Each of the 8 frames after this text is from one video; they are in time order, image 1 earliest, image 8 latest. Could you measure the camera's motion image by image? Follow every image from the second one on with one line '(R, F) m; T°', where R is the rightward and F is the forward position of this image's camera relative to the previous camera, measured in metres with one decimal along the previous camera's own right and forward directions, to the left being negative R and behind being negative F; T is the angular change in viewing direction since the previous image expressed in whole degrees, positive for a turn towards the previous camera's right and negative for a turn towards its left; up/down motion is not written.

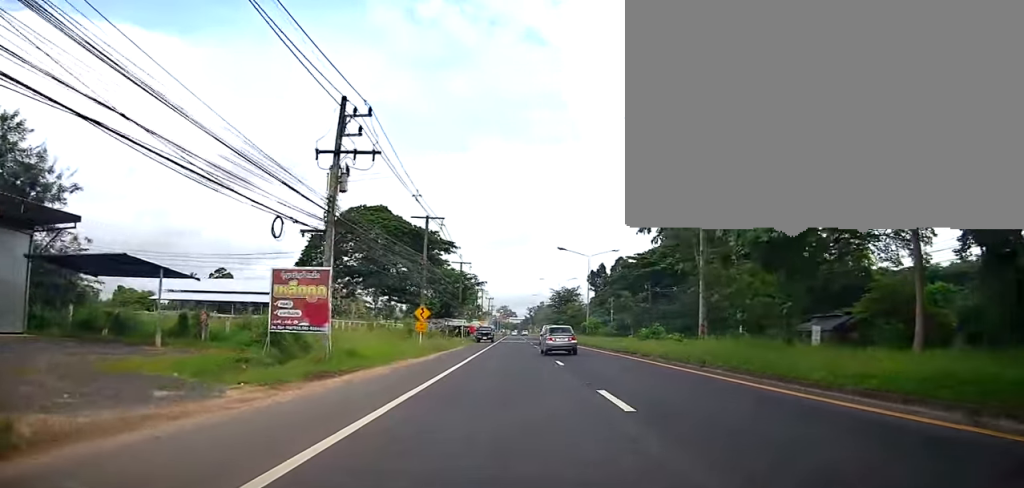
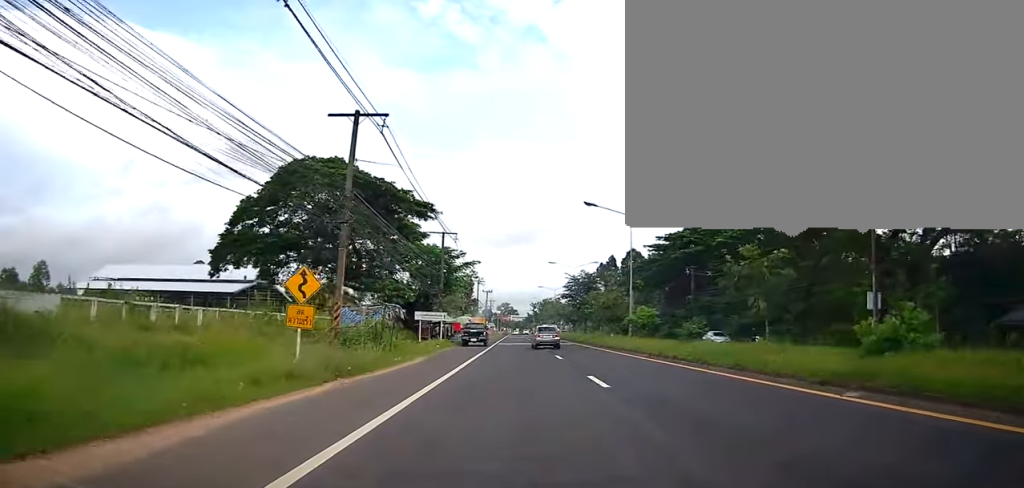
(0.0, +20.7) m; 0°
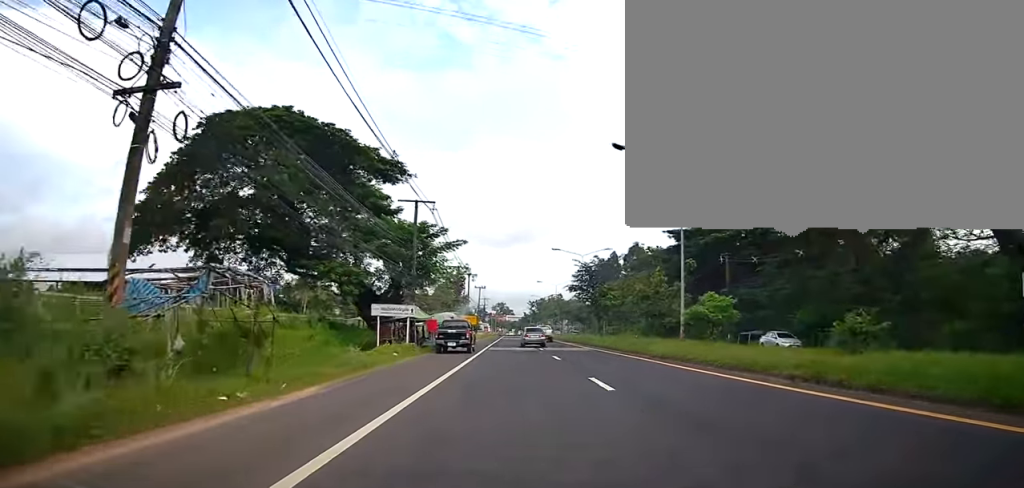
(0.0, +12.6) m; 0°
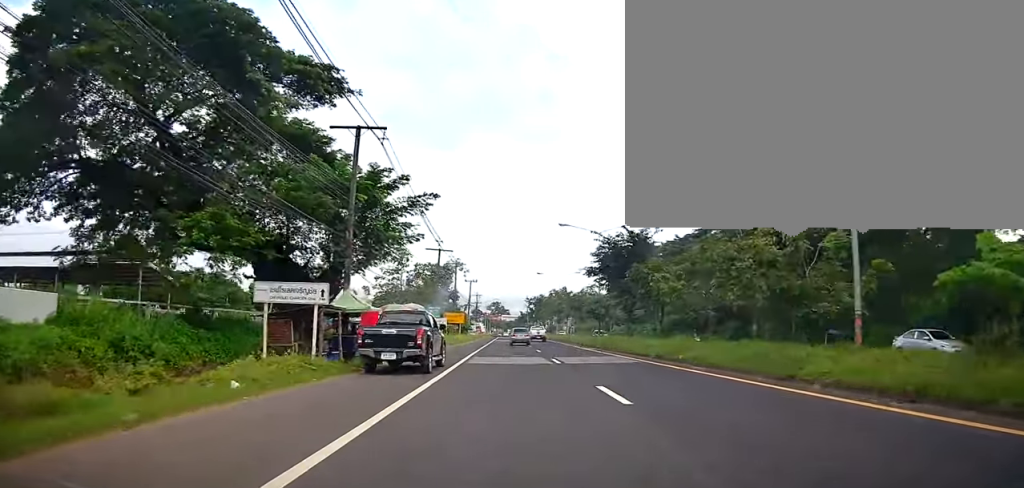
(0.0, +14.2) m; 0°
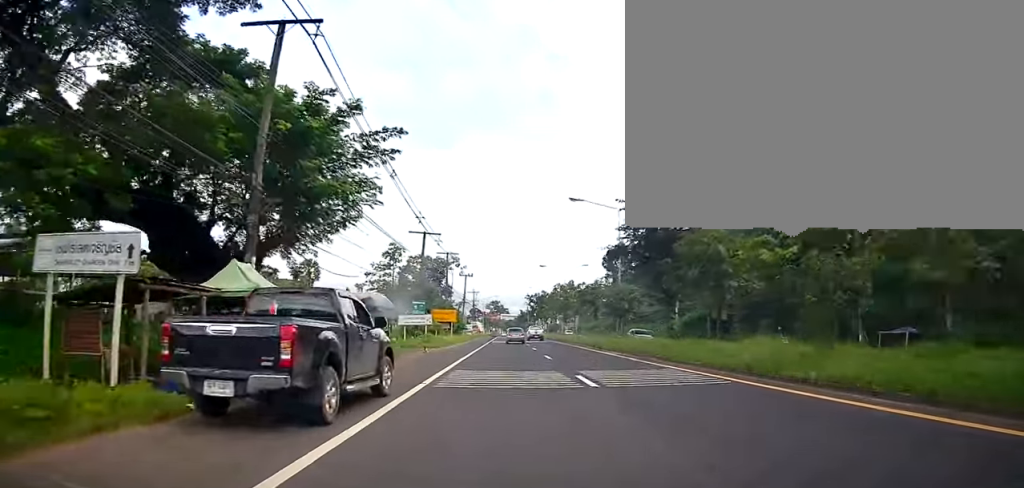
(0.0, +9.0) m; 0°
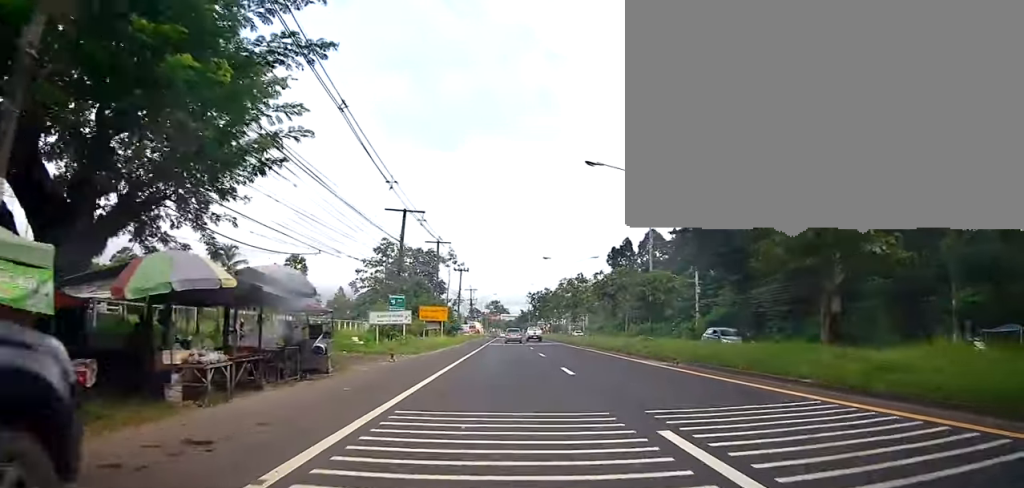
(0.0, +8.5) m; 0°
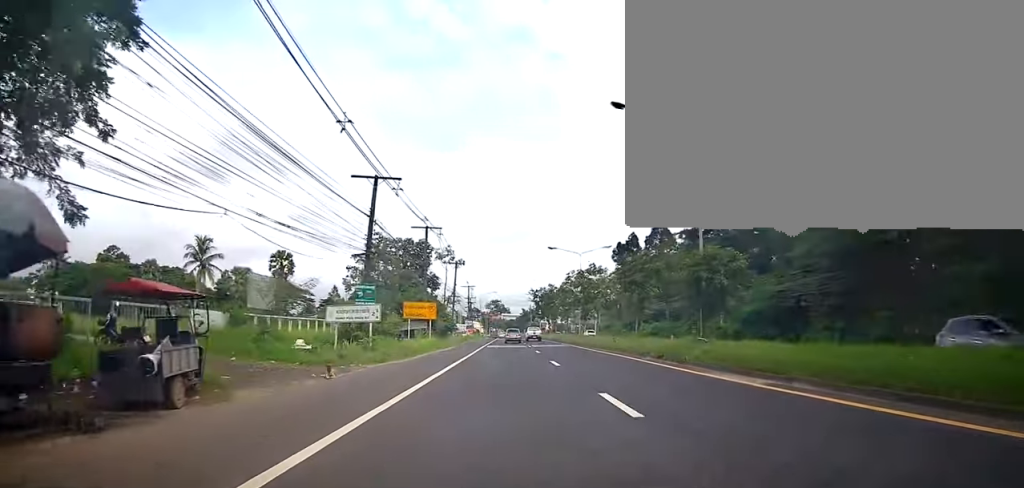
(0.0, +8.2) m; 0°
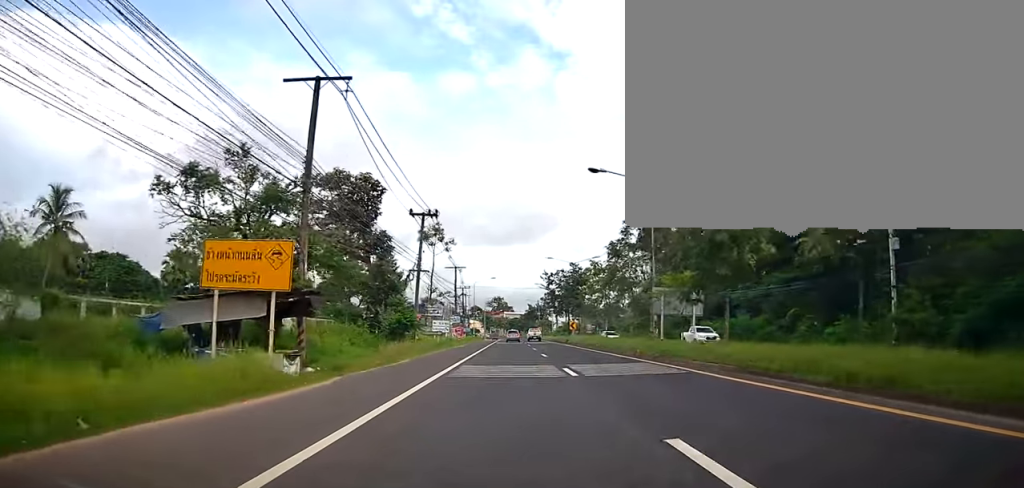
(0.0, +28.8) m; 0°
